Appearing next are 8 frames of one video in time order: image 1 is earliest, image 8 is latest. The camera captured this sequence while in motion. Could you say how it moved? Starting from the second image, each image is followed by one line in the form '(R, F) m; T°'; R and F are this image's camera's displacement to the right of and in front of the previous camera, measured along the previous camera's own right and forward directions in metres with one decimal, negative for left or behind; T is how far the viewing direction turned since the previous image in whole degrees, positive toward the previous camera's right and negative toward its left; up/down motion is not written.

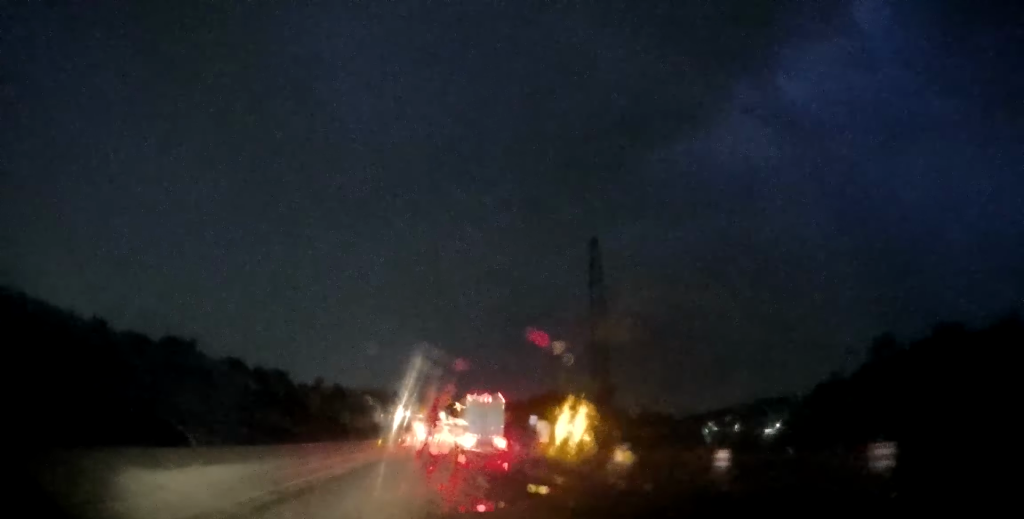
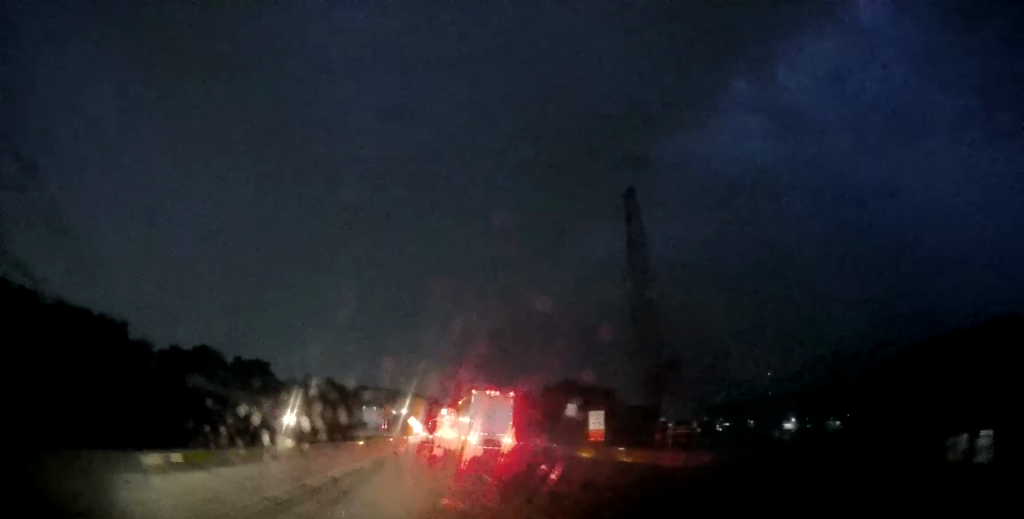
(+0.1, +23.0) m; 0°
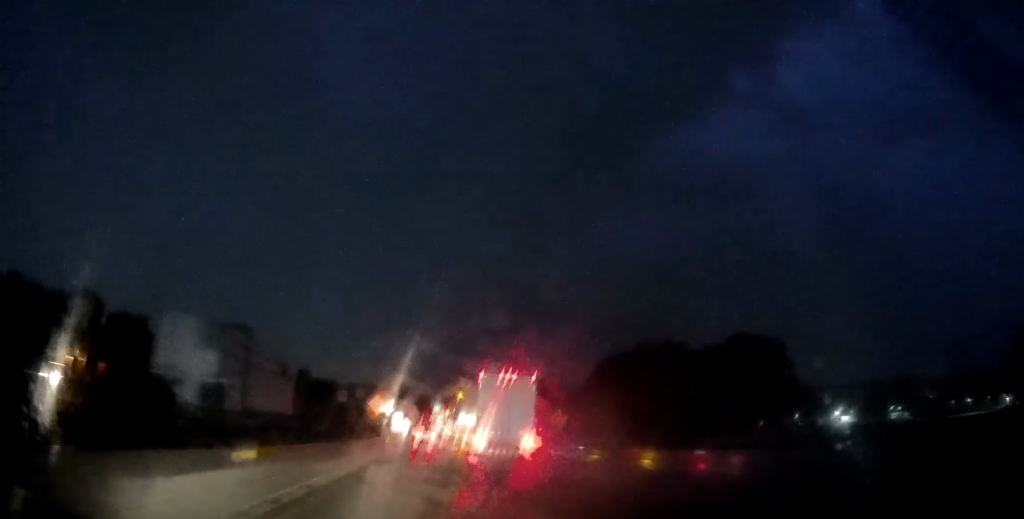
(+0.8, +57.7) m; +1°
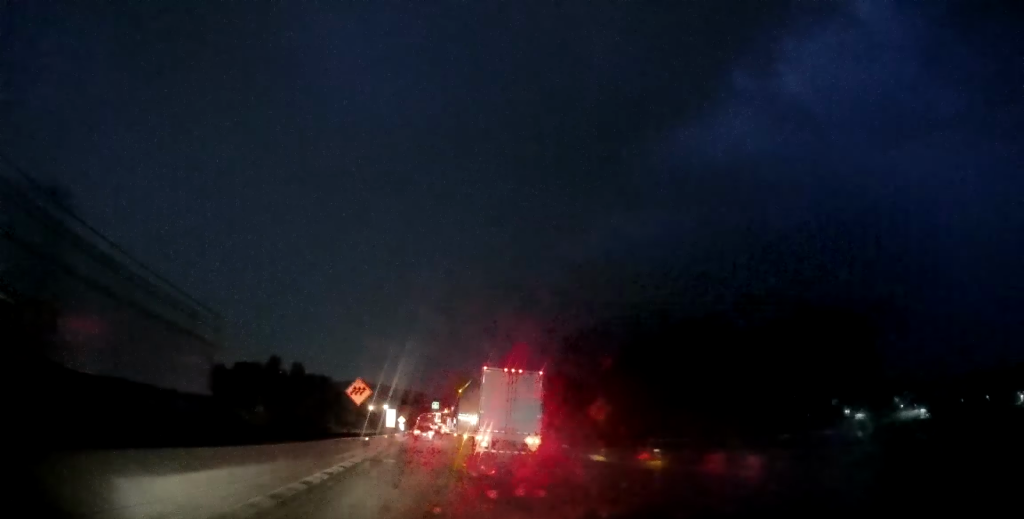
(-0.1, +12.1) m; 0°
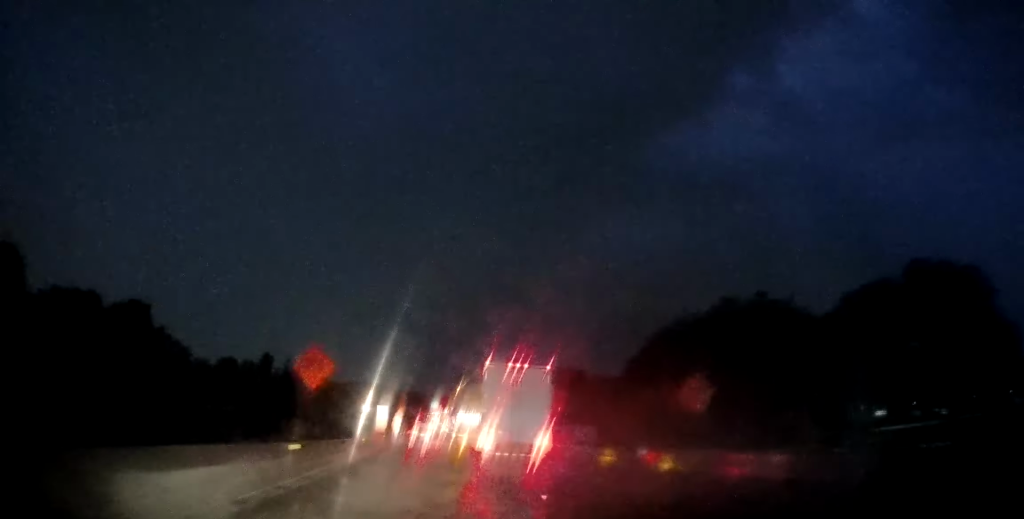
(-0.1, +13.9) m; 0°
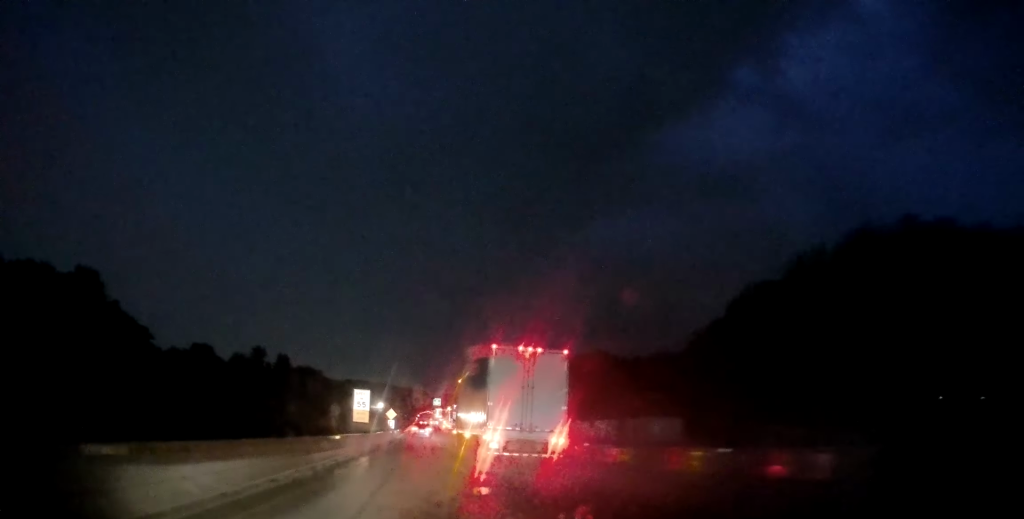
(+0.3, +22.4) m; +1°
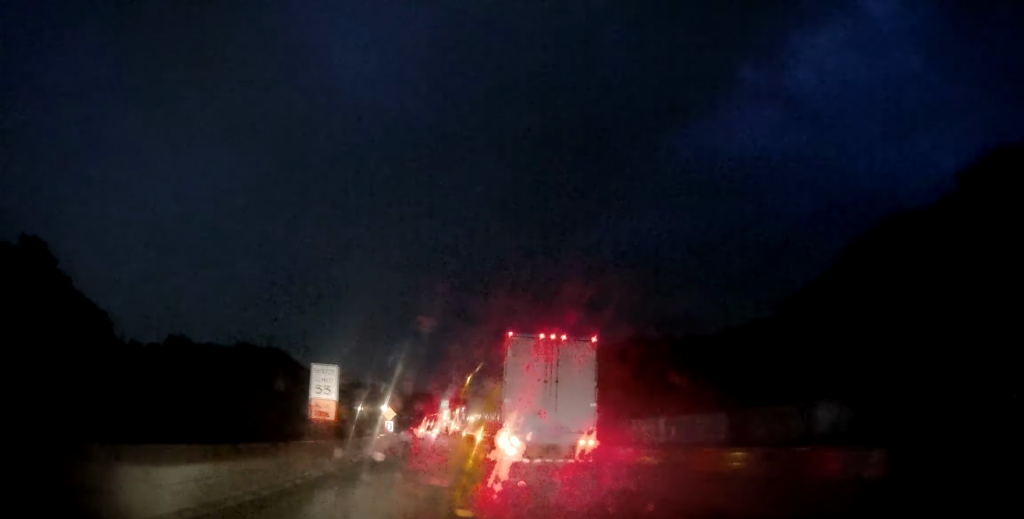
(0.0, +18.7) m; 0°
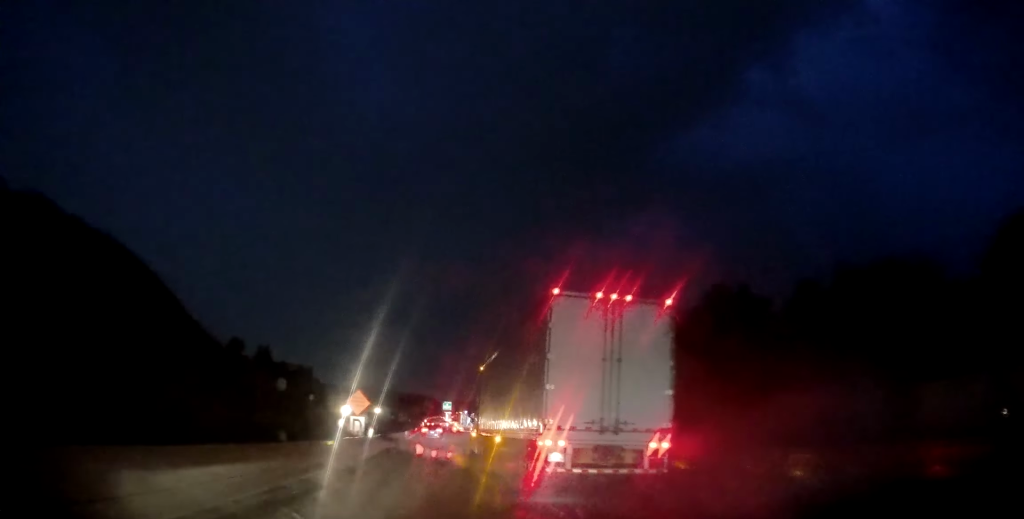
(-0.2, +31.1) m; 0°
